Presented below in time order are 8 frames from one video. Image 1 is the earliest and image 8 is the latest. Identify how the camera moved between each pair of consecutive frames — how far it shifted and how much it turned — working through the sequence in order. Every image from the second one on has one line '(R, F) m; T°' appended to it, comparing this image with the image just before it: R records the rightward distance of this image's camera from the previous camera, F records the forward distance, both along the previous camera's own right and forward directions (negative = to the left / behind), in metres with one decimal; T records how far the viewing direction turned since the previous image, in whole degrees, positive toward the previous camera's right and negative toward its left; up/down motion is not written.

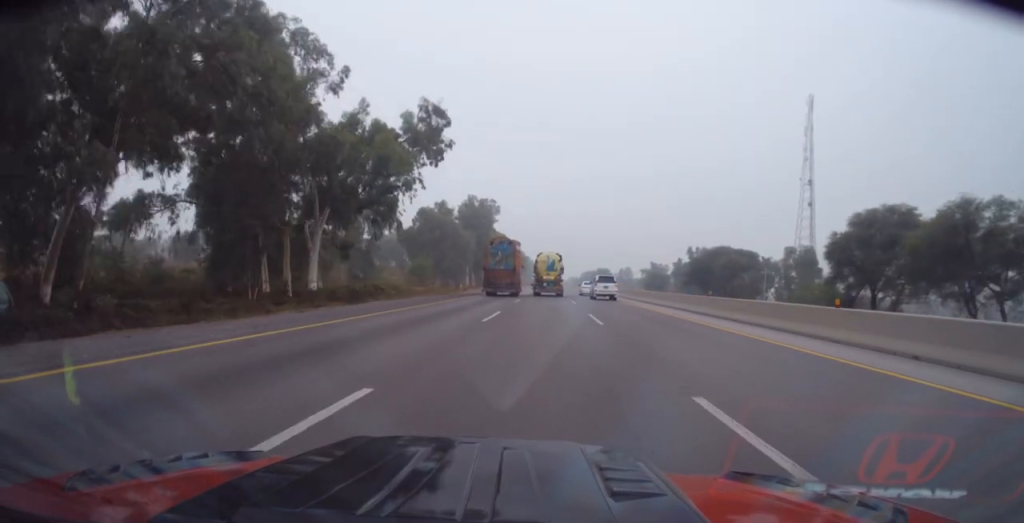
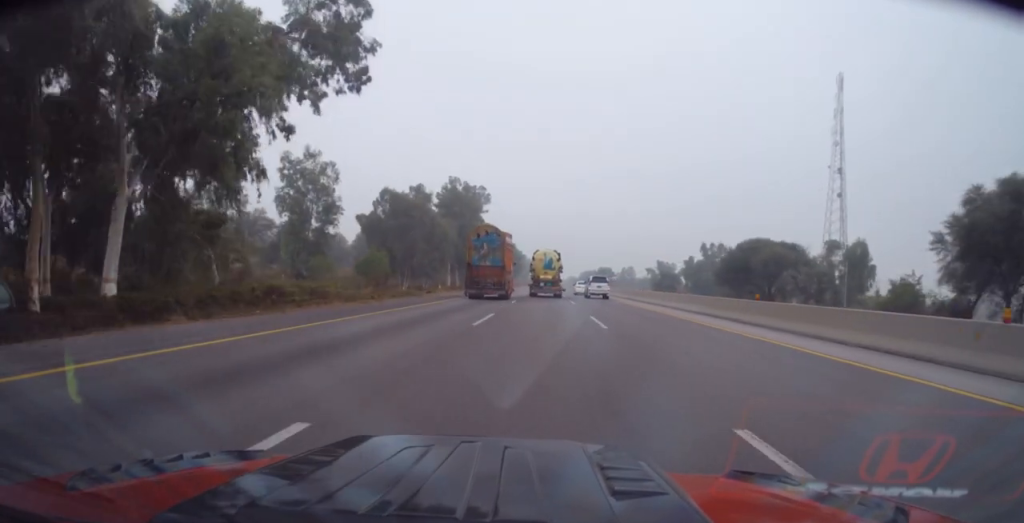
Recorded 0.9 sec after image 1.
(+0.3, +19.8) m; +1°
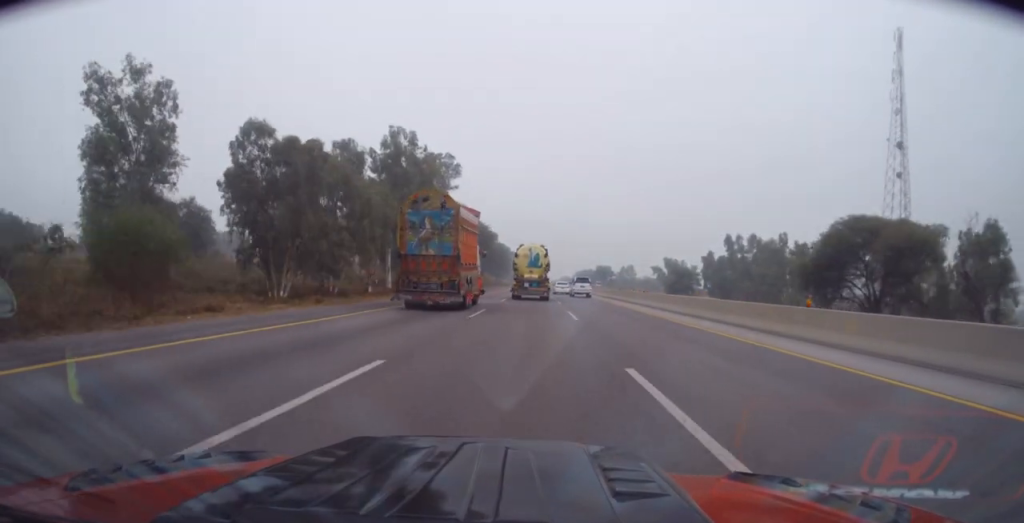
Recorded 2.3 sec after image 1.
(+0.2, +32.0) m; 0°
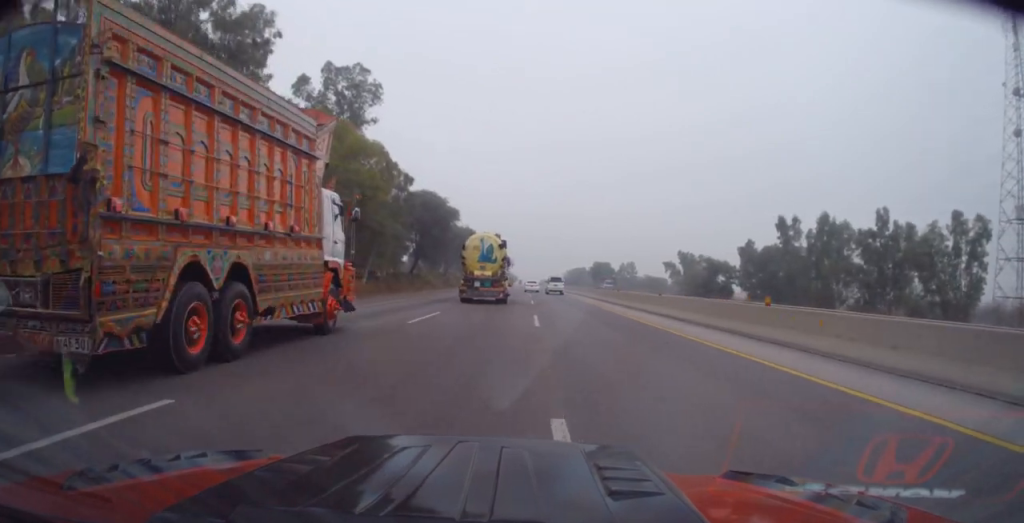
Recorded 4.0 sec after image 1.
(0.0, +39.6) m; 0°
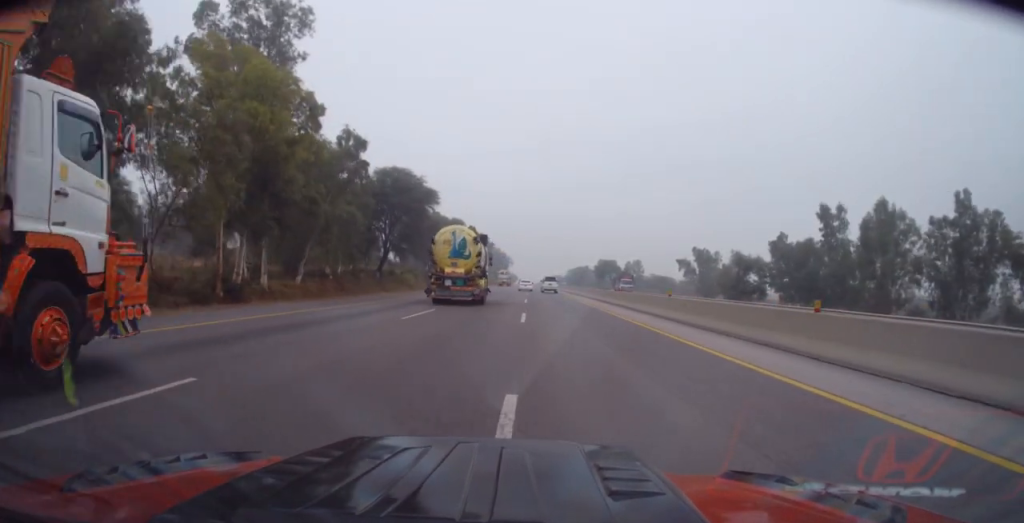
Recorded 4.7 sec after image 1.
(0.0, +16.9) m; 0°
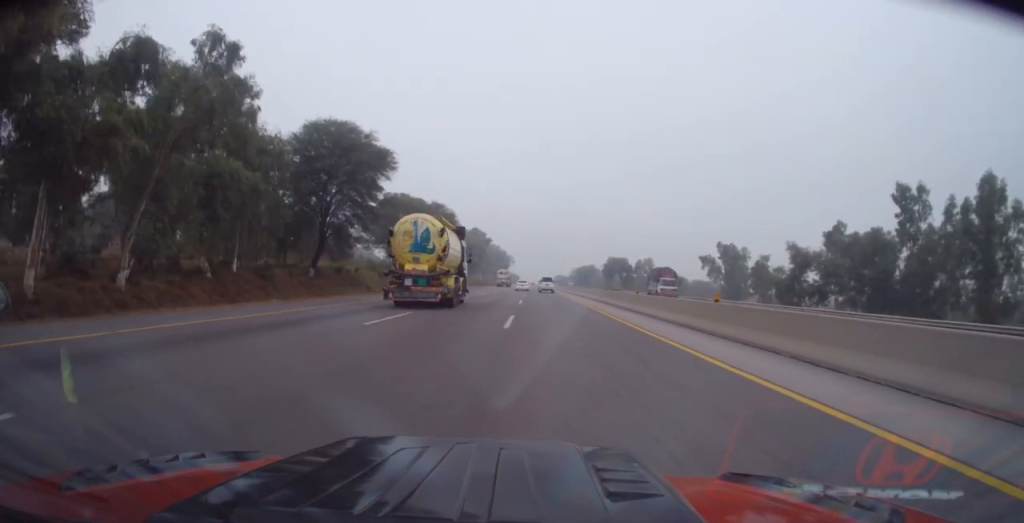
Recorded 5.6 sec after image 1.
(0.0, +20.7) m; 0°
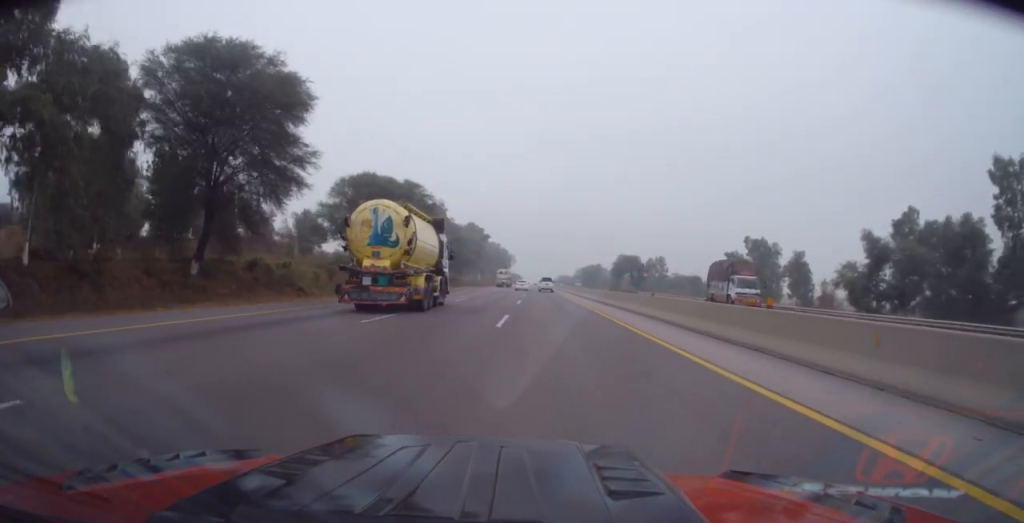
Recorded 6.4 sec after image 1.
(0.0, +17.6) m; 0°
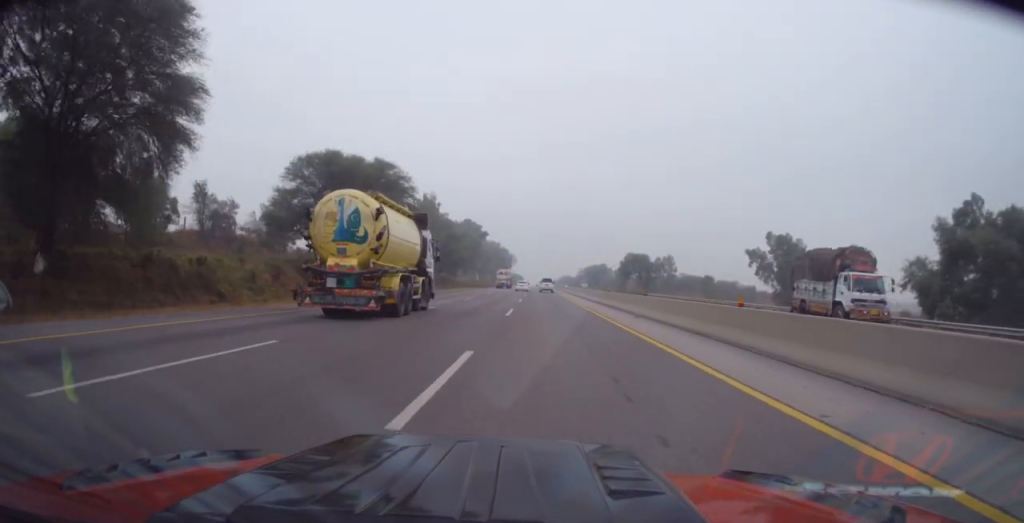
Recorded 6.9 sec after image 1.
(0.0, +12.3) m; 0°
